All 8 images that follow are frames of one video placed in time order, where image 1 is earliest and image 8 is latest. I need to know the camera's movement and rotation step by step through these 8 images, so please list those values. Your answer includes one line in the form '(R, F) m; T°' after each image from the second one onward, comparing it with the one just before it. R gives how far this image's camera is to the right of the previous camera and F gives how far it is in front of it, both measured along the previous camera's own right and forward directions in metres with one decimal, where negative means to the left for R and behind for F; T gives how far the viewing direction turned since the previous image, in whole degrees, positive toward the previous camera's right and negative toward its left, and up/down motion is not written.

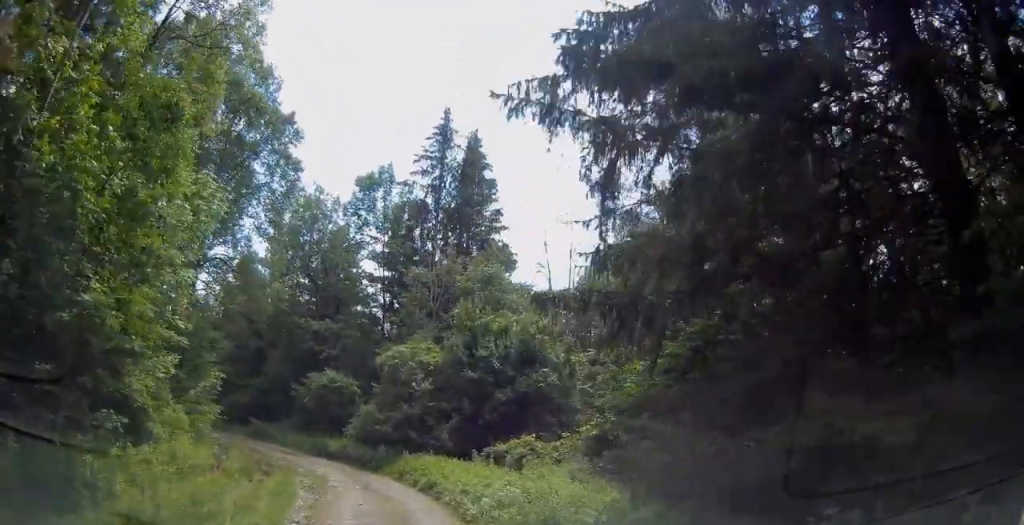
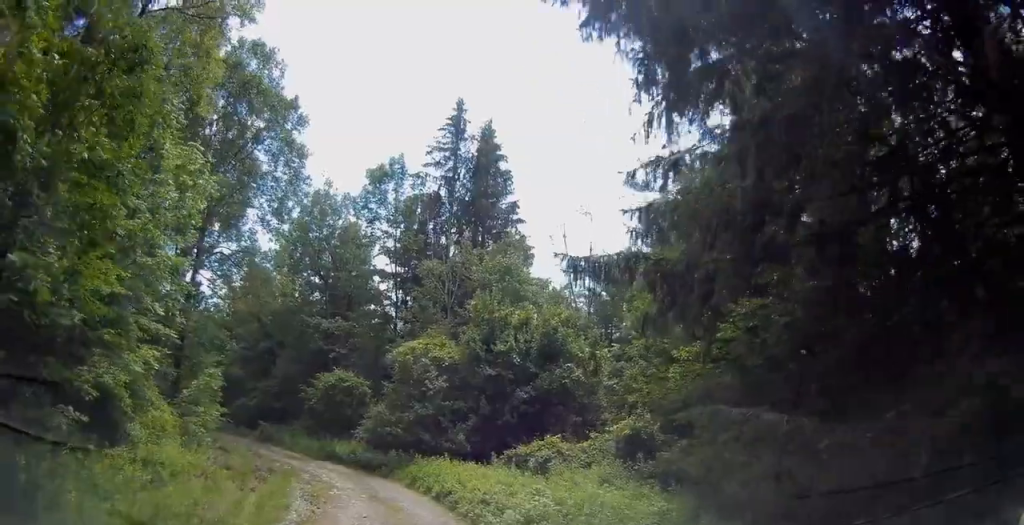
(0.0, +2.0) m; 0°
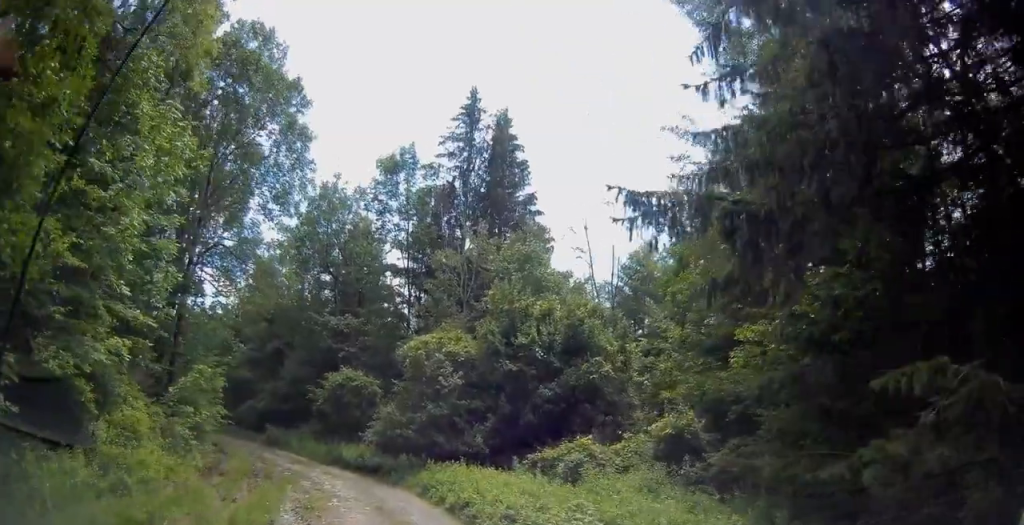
(0.0, +2.3) m; 0°
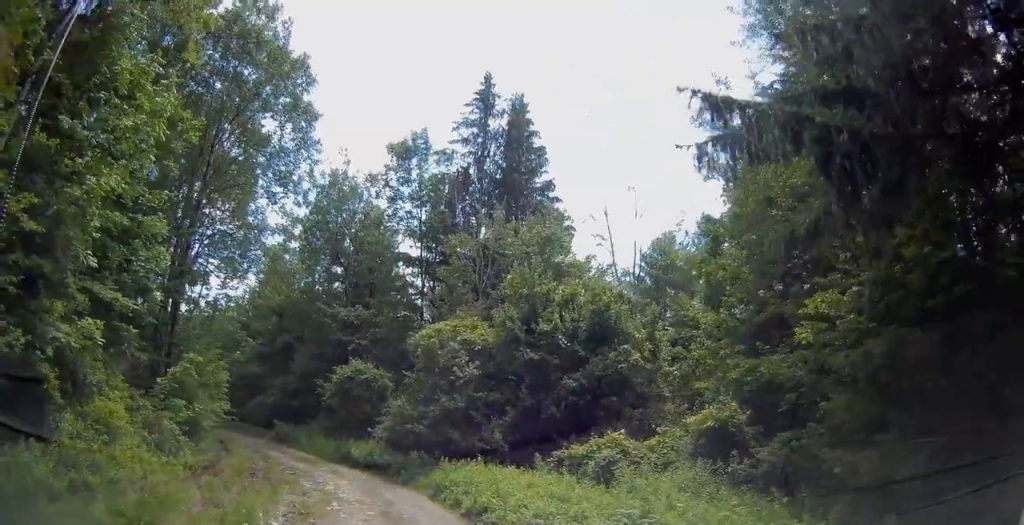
(0.0, +1.8) m; 0°
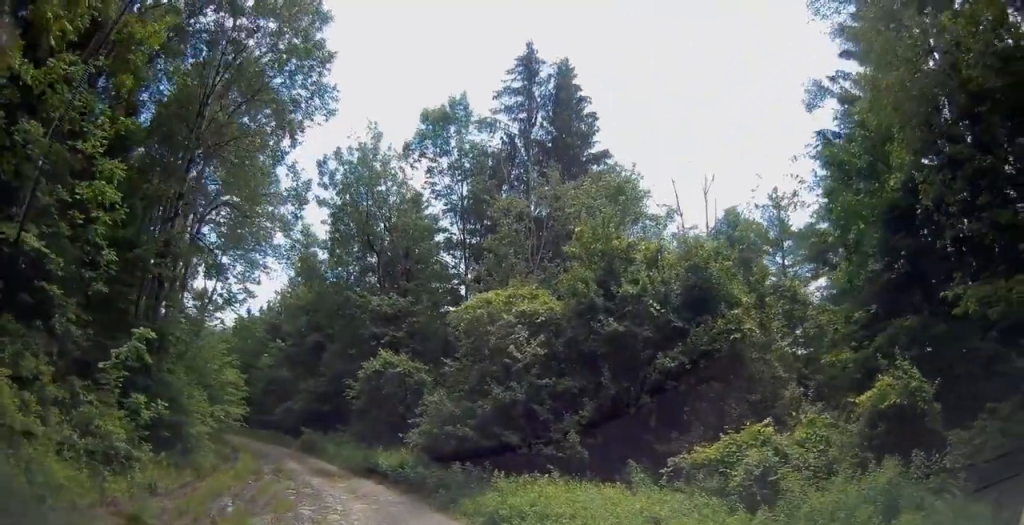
(0.0, +5.7) m; 0°
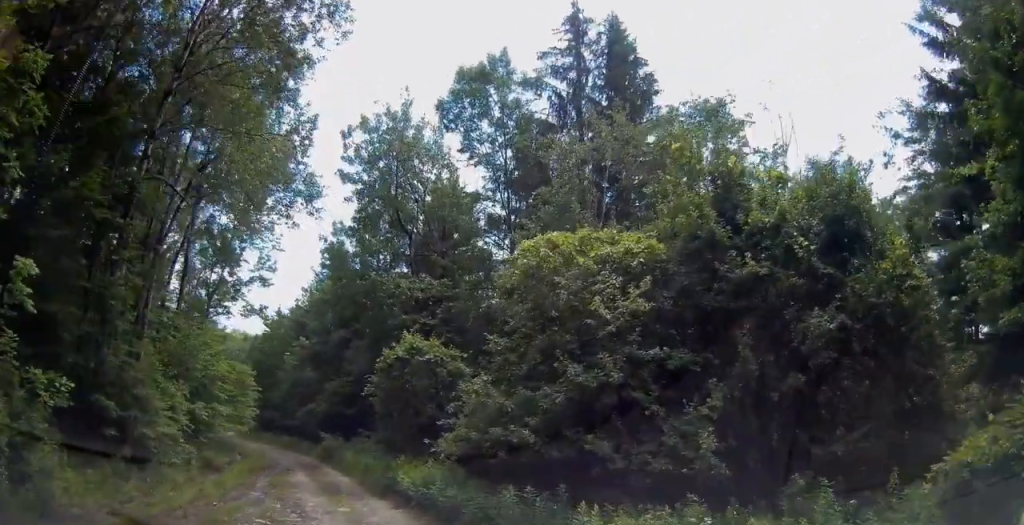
(0.0, +6.7) m; 0°
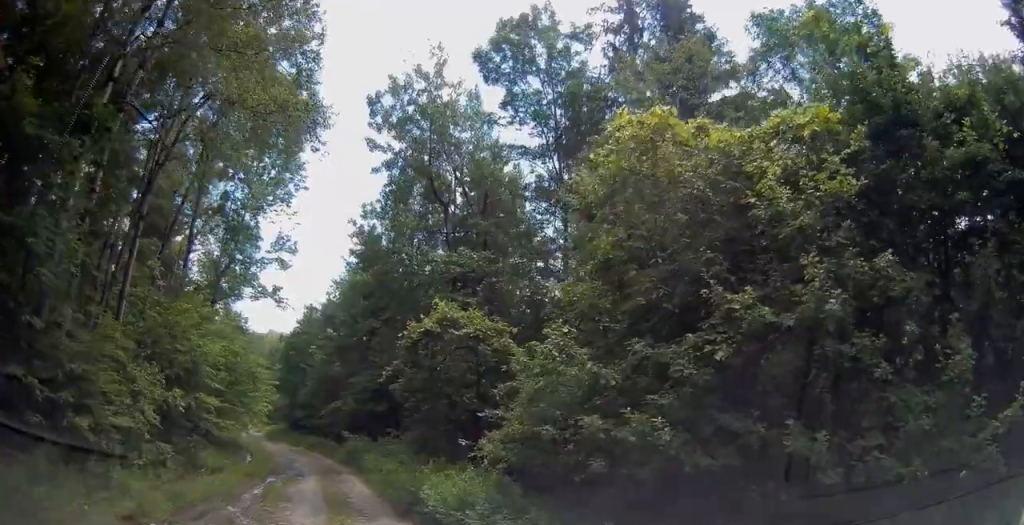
(0.0, +5.4) m; 0°
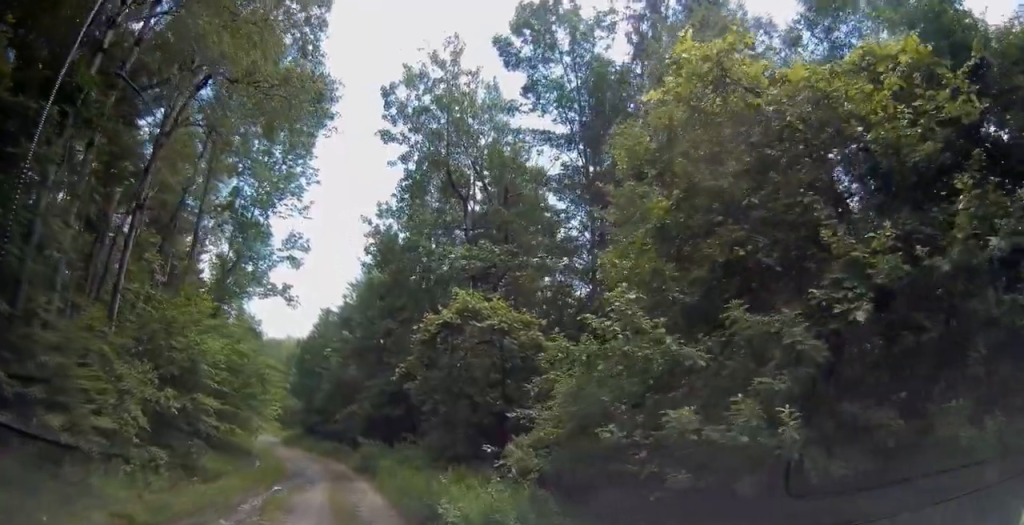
(0.0, +1.8) m; -3°
